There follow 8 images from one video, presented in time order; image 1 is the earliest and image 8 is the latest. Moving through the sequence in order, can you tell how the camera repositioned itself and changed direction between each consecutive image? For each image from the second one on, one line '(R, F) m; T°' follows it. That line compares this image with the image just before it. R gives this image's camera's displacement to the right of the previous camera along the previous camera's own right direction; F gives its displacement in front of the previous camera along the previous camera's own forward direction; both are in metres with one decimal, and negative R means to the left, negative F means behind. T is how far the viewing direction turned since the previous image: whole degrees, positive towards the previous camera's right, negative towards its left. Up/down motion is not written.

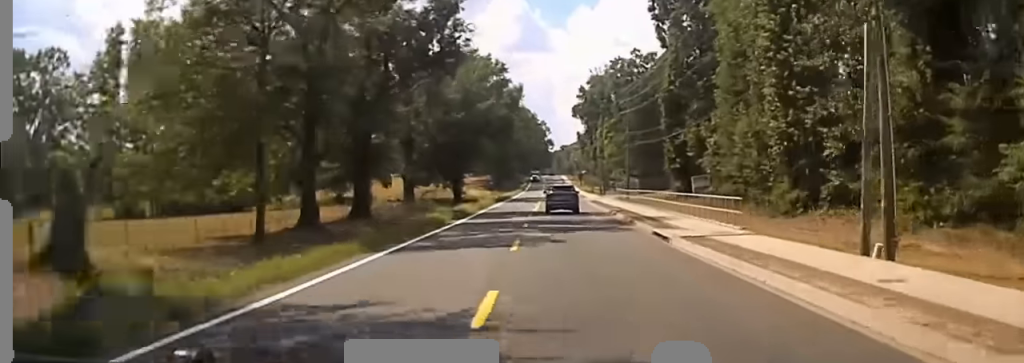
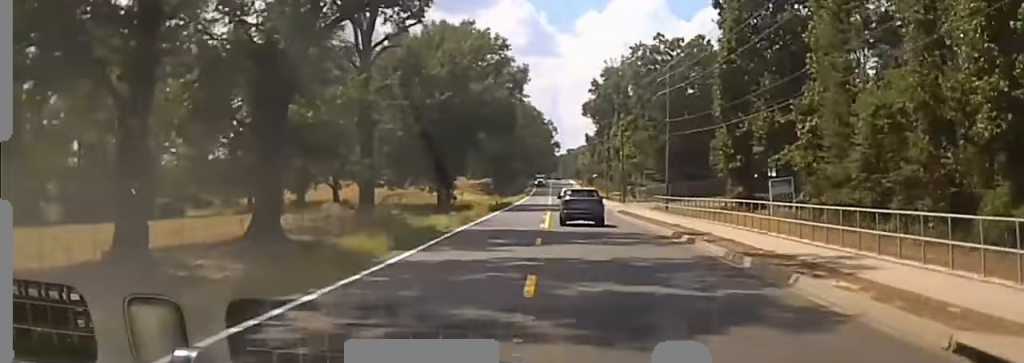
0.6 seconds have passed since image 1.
(-0.1, +21.2) m; 0°
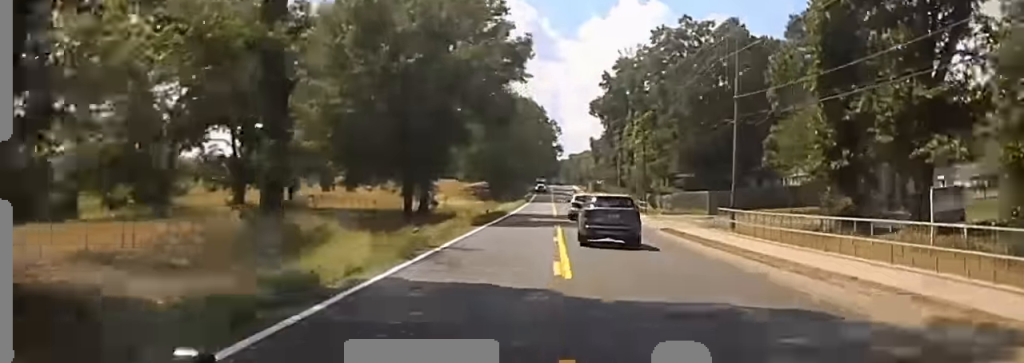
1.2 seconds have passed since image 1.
(-0.1, +20.3) m; 0°
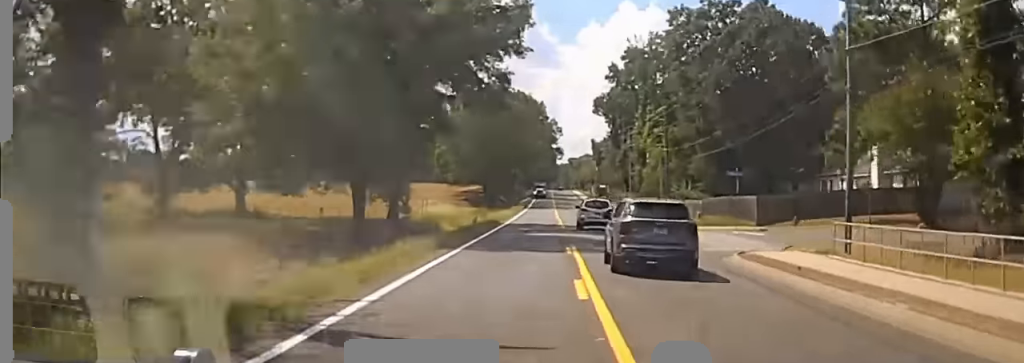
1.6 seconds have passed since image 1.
(0.0, +14.1) m; 0°
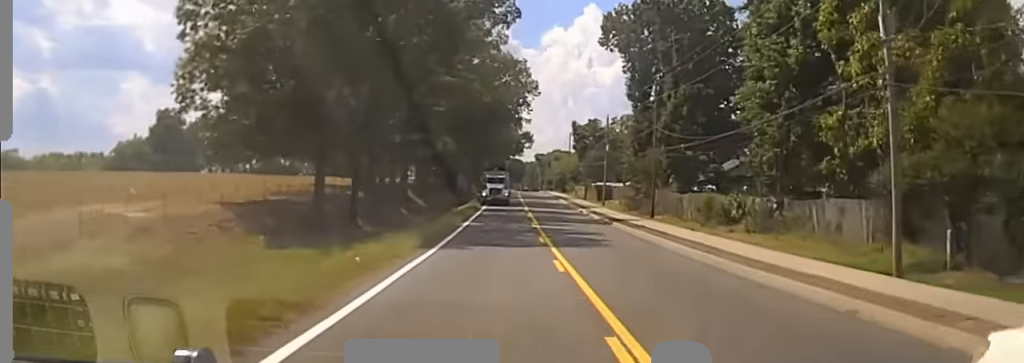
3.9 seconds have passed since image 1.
(+0.4, +77.2) m; +1°
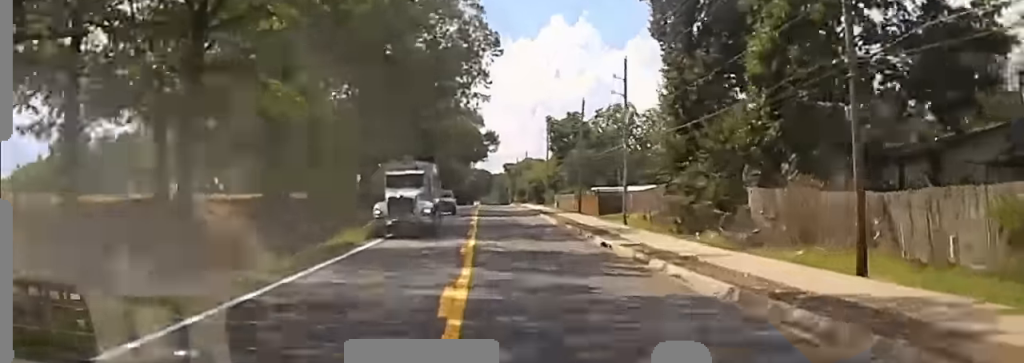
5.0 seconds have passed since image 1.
(+0.3, +43.4) m; +1°
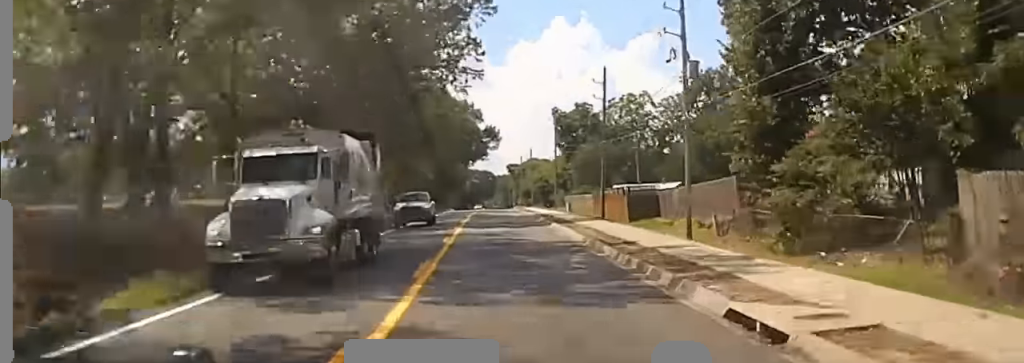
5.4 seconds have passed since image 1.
(+0.2, +18.6) m; +1°
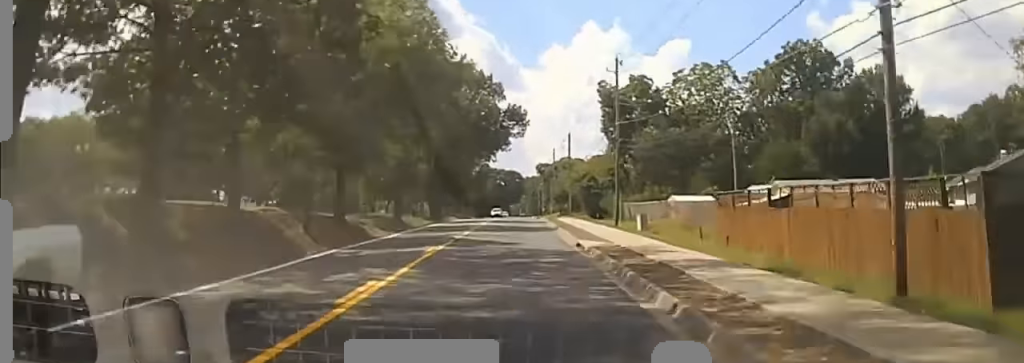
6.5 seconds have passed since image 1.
(+0.5, +42.0) m; 0°
